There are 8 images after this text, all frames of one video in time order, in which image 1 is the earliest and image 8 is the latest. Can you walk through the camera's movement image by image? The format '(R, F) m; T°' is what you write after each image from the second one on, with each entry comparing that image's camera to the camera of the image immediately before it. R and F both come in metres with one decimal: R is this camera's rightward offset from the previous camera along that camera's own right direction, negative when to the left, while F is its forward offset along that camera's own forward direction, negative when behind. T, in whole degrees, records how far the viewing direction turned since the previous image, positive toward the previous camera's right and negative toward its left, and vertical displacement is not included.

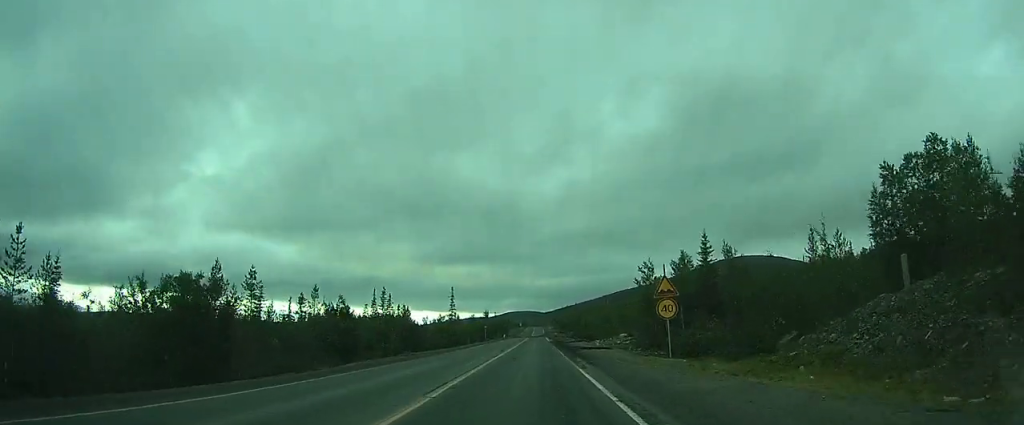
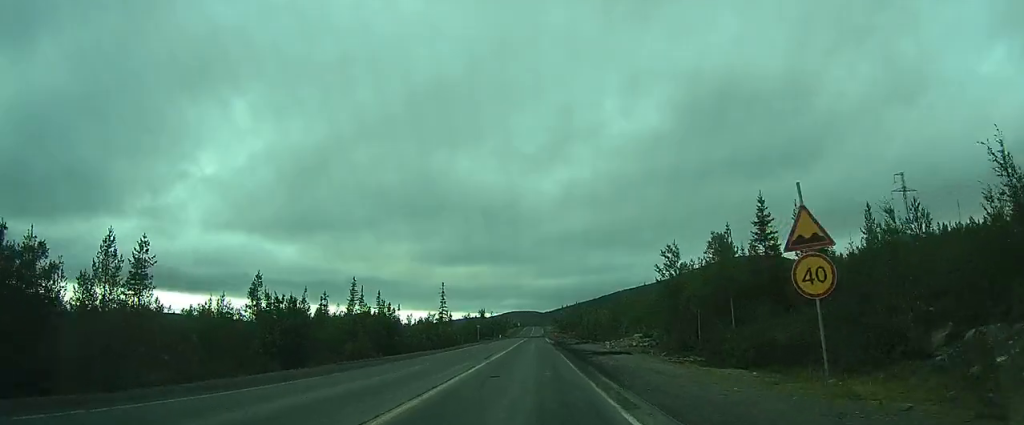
(+0.1, +11.0) m; 0°
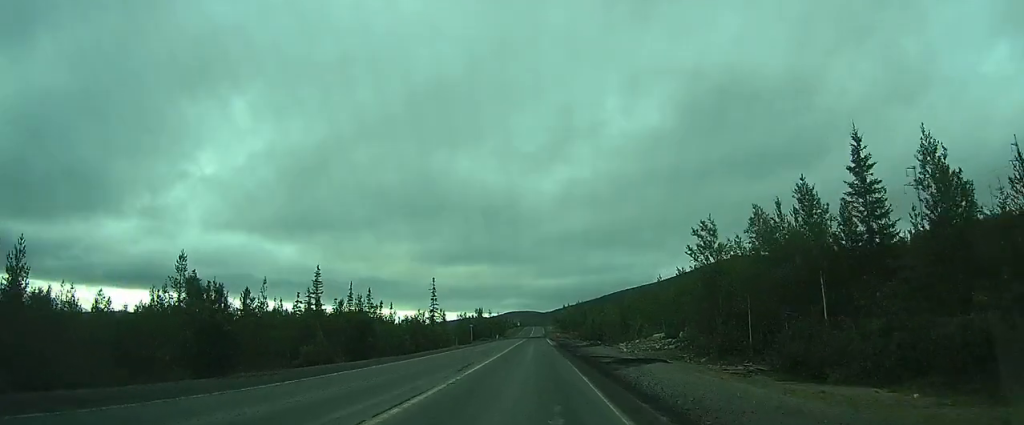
(0.0, +10.0) m; 0°
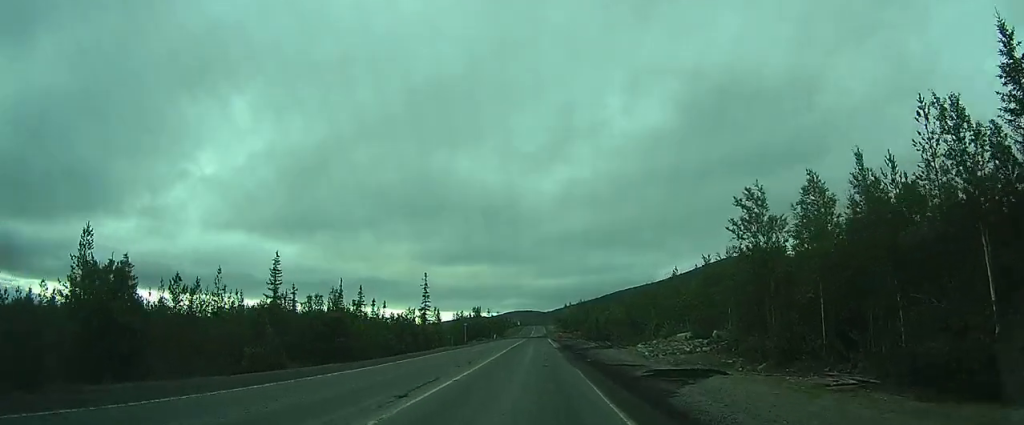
(0.0, +8.4) m; 0°
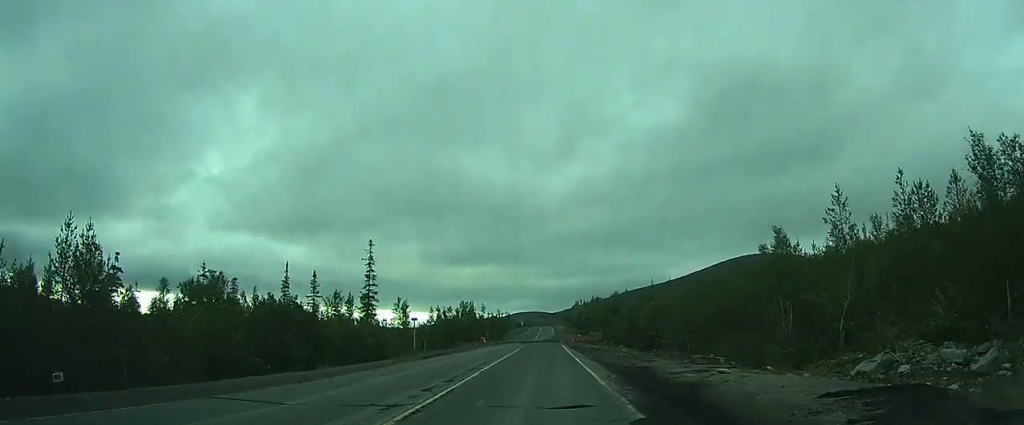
(-0.2, +35.9) m; -1°
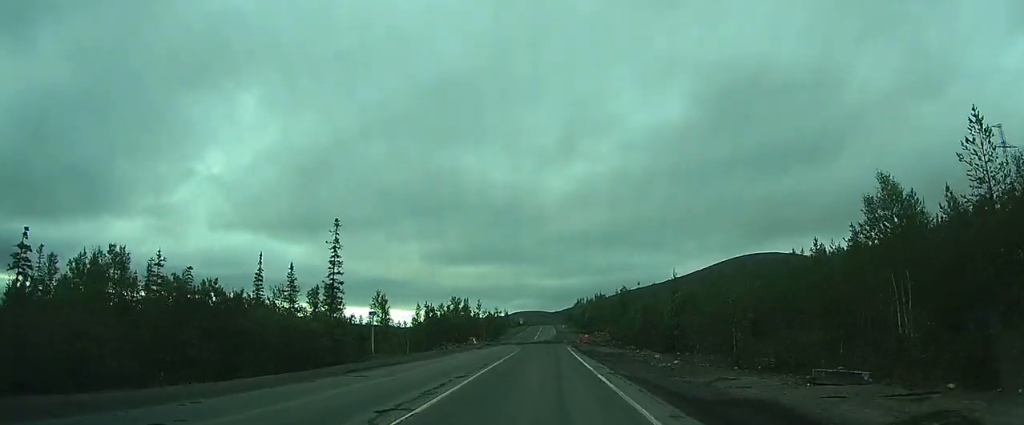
(-0.1, +11.9) m; -1°
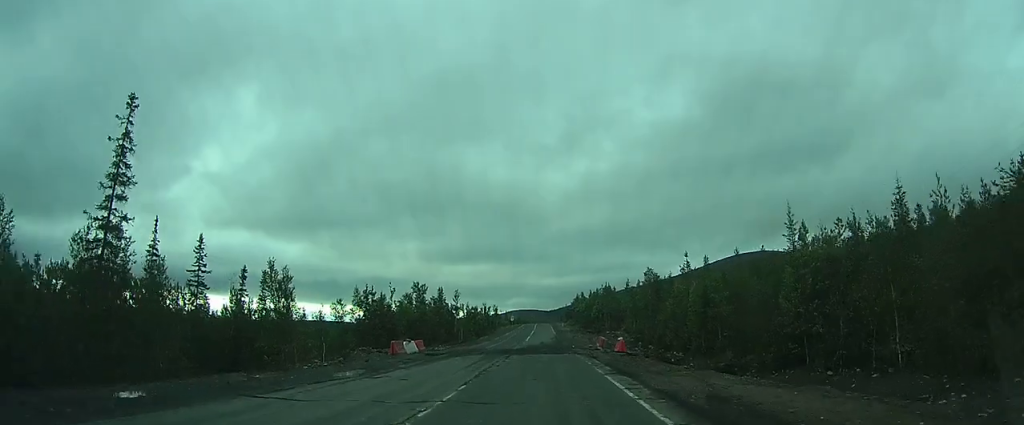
(-0.5, +32.0) m; -2°
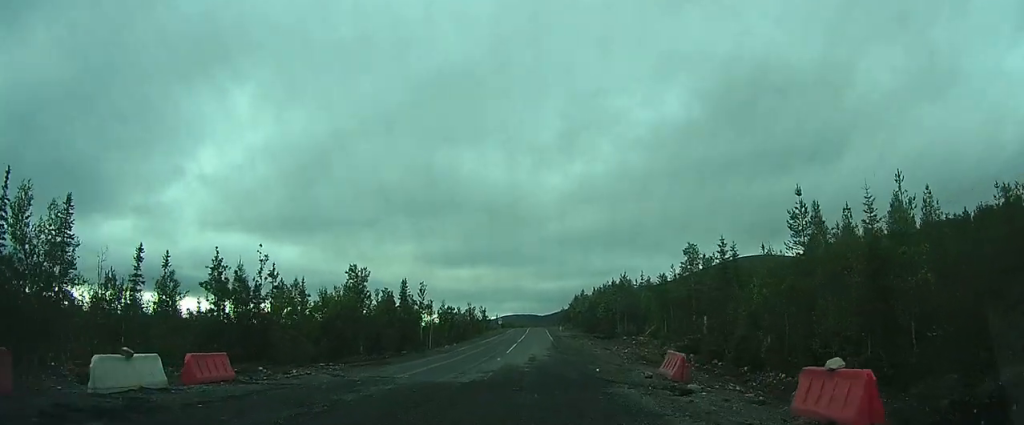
(-0.5, +31.1) m; -1°
